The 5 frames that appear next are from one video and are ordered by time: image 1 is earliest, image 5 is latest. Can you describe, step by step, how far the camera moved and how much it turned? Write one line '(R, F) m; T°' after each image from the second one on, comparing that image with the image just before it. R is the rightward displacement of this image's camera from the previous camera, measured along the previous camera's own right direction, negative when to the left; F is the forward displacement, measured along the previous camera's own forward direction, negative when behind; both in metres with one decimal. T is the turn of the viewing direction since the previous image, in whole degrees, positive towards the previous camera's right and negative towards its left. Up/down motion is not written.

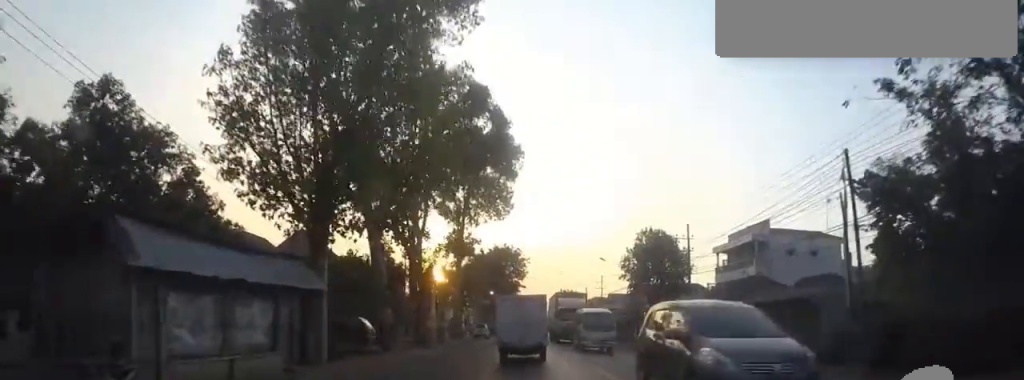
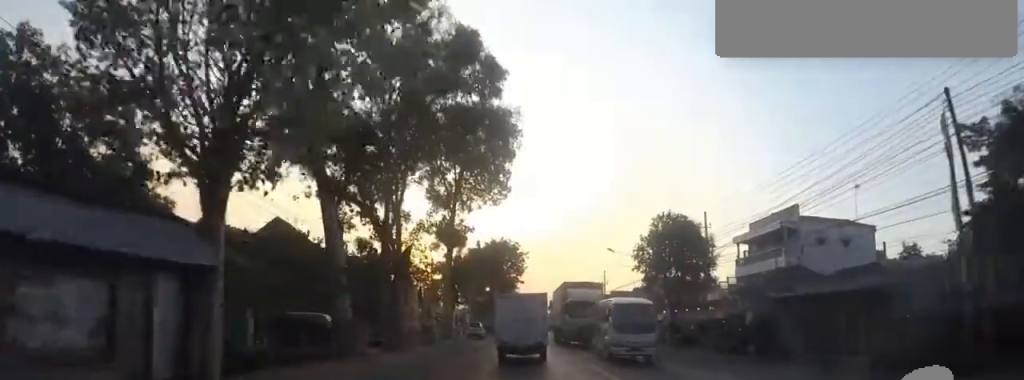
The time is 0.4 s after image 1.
(-0.4, +5.0) m; -2°
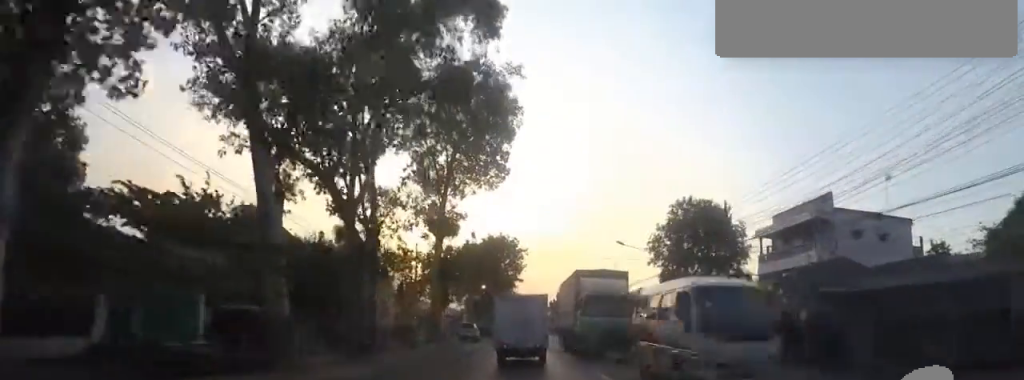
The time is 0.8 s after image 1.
(-0.1, +4.4) m; 0°
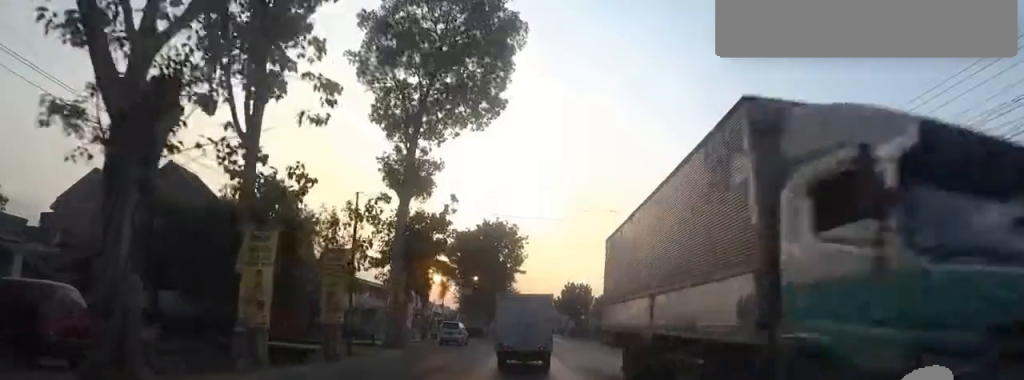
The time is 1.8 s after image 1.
(+0.3, +10.3) m; +2°
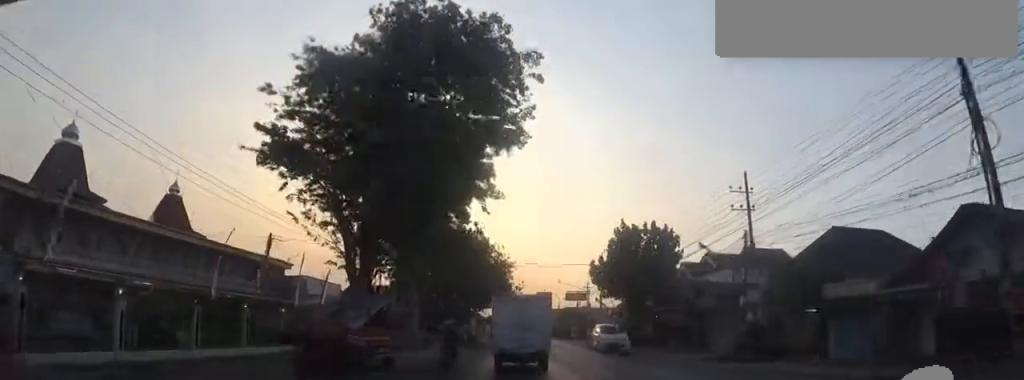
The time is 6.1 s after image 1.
(+2.5, +43.6) m; -2°
